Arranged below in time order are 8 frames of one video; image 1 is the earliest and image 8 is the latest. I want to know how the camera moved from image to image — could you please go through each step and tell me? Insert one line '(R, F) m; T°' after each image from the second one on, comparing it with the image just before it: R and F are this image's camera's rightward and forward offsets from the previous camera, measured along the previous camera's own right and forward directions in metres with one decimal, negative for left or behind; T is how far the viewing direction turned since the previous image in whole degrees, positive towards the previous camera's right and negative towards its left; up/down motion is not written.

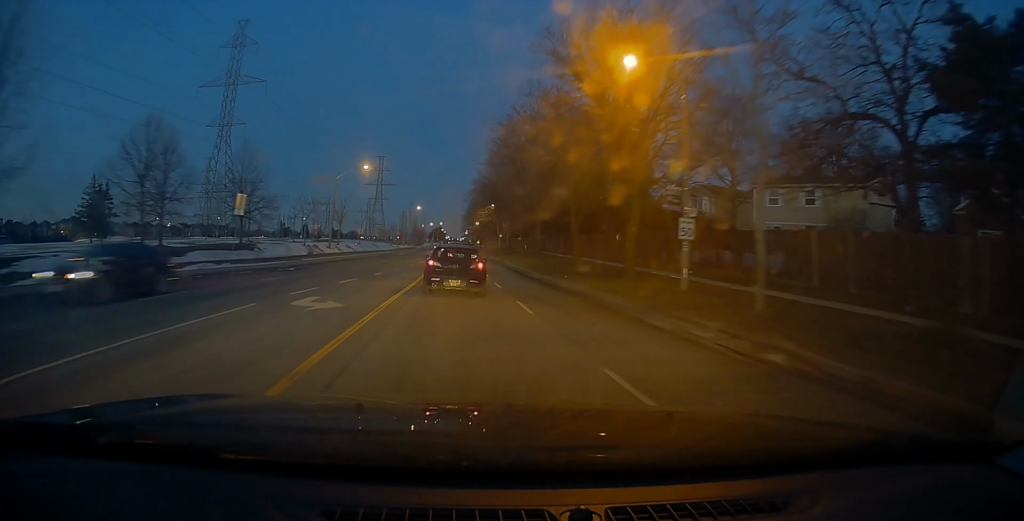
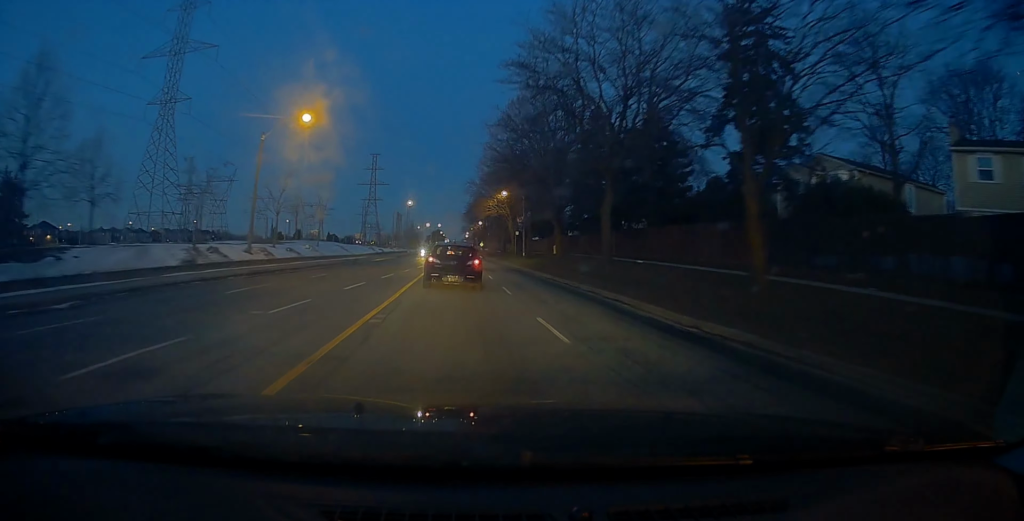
(+0.7, +21.4) m; 0°
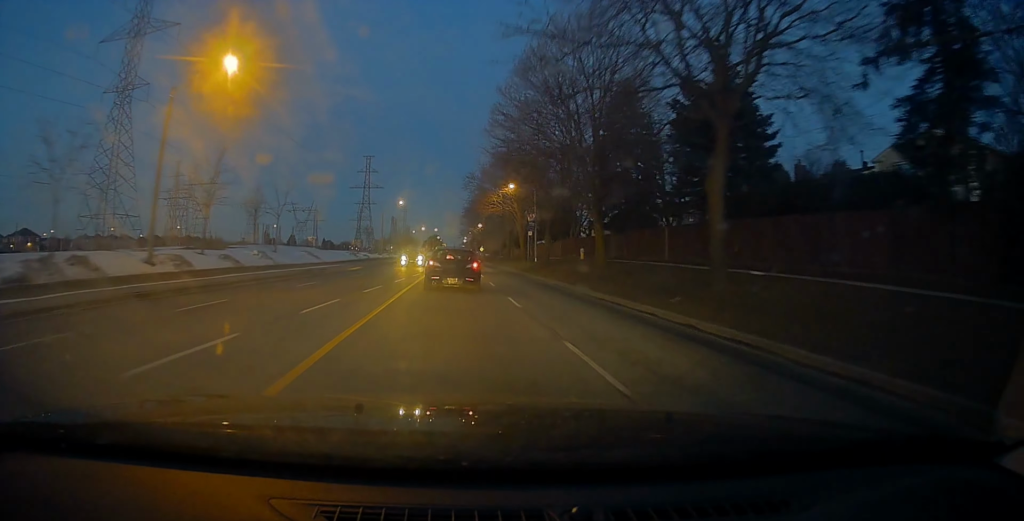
(-0.1, +11.7) m; -1°
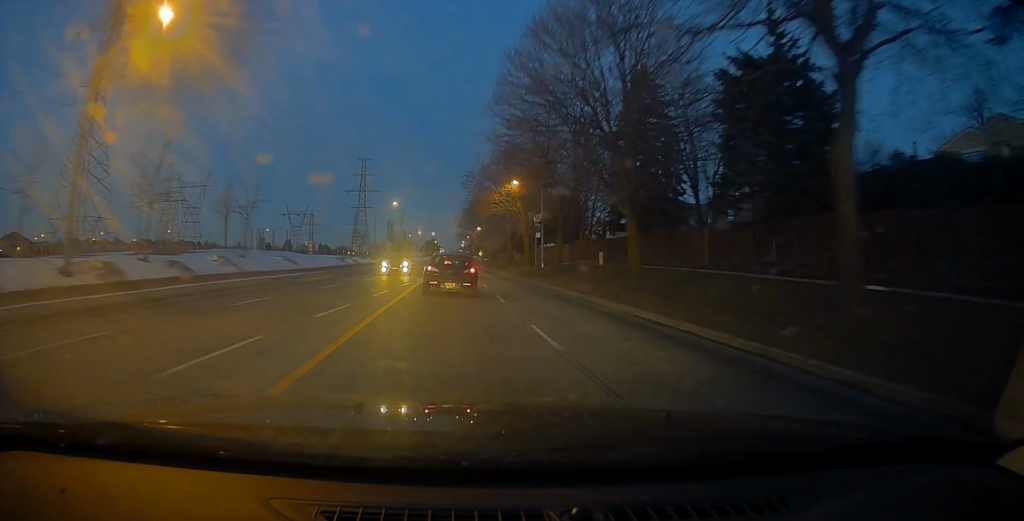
(+0.1, +5.7) m; 0°
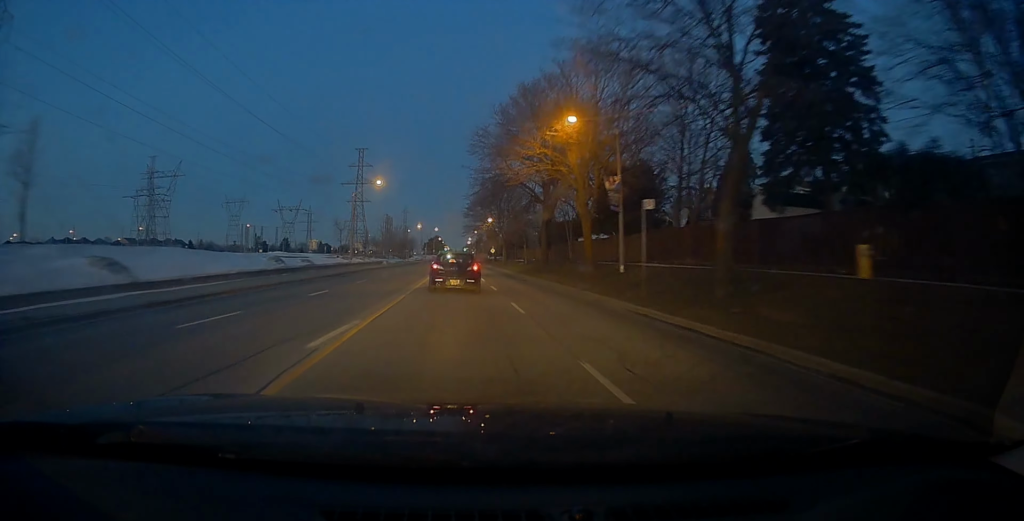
(-0.5, +22.3) m; -2°
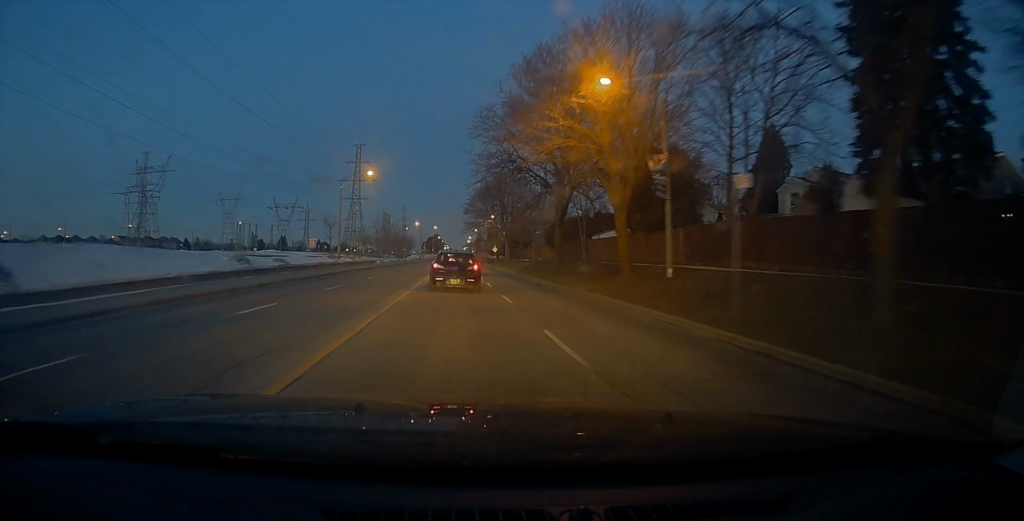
(0.0, +6.0) m; 0°
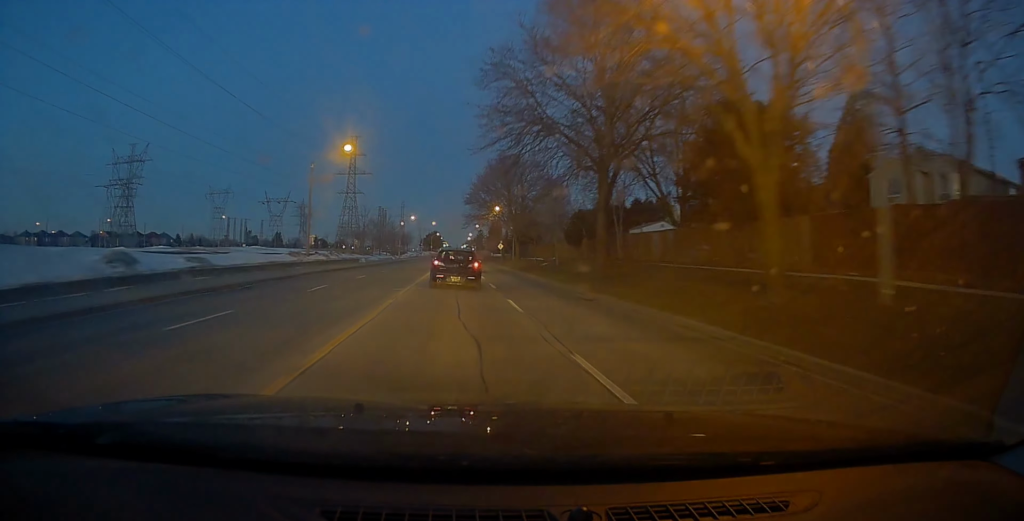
(+0.1, +11.5) m; +1°
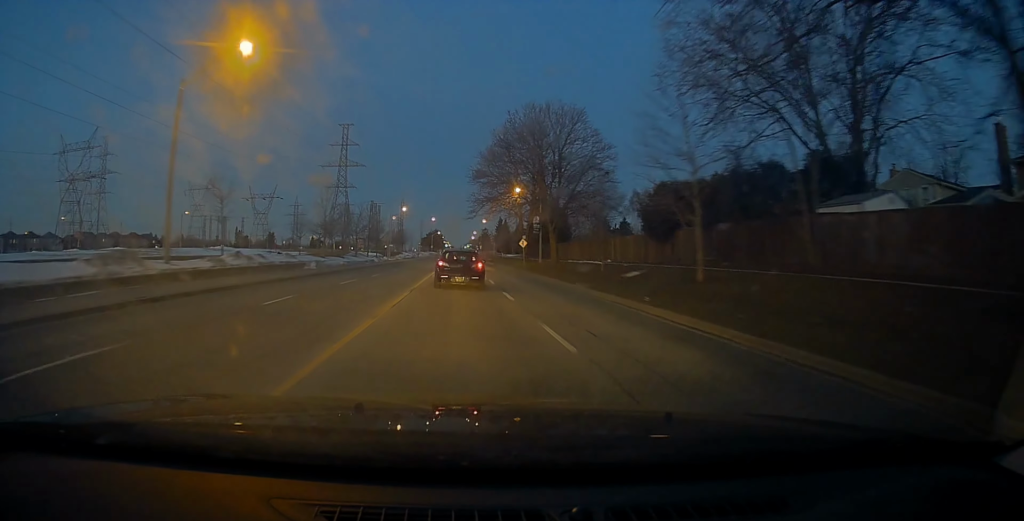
(+0.5, +23.0) m; +2°
